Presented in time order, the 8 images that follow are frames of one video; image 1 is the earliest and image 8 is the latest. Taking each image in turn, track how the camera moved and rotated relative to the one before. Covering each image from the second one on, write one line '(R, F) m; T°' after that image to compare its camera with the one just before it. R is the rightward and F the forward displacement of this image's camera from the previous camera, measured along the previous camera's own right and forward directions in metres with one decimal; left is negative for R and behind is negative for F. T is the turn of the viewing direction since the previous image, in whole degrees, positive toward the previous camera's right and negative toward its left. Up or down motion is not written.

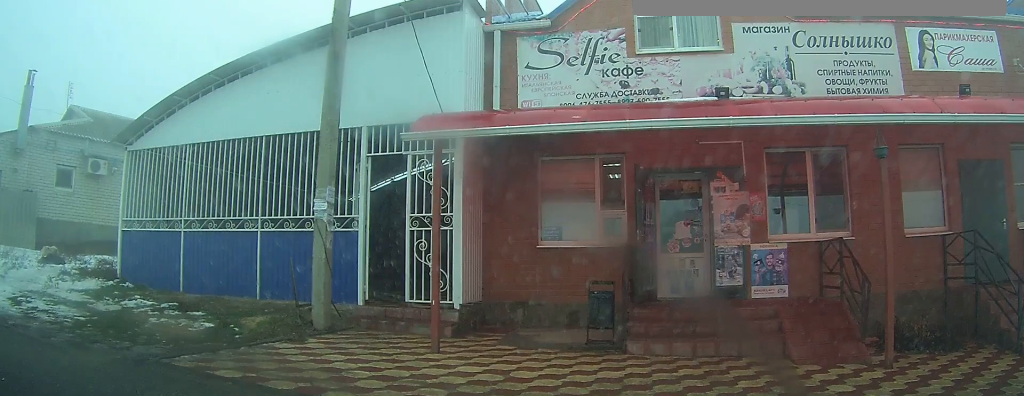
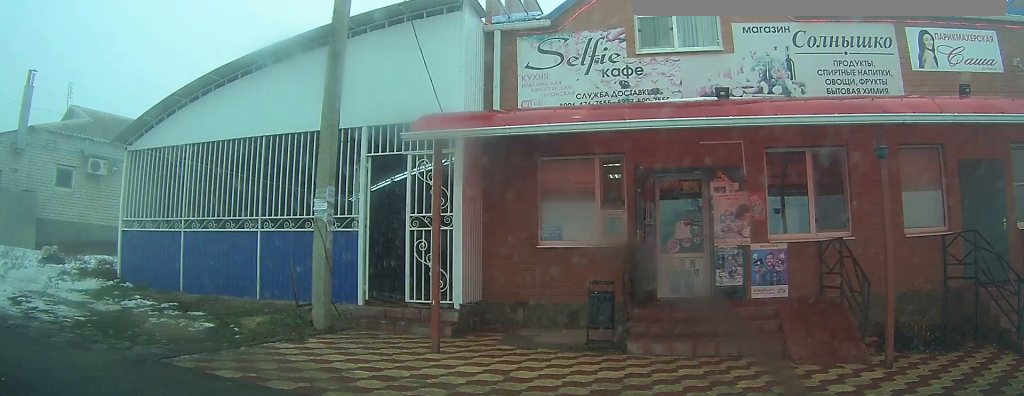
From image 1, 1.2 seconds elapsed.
(-0.1, 0.0) m; 0°
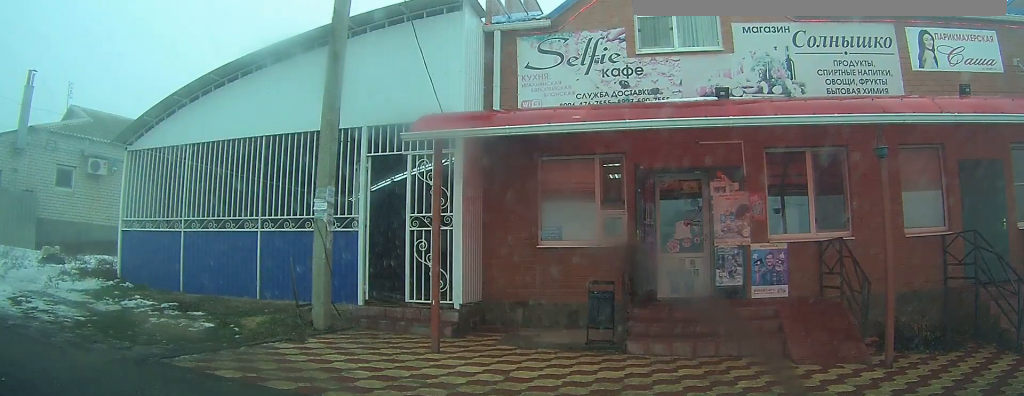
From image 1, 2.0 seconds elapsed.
(0.0, 0.0) m; 0°
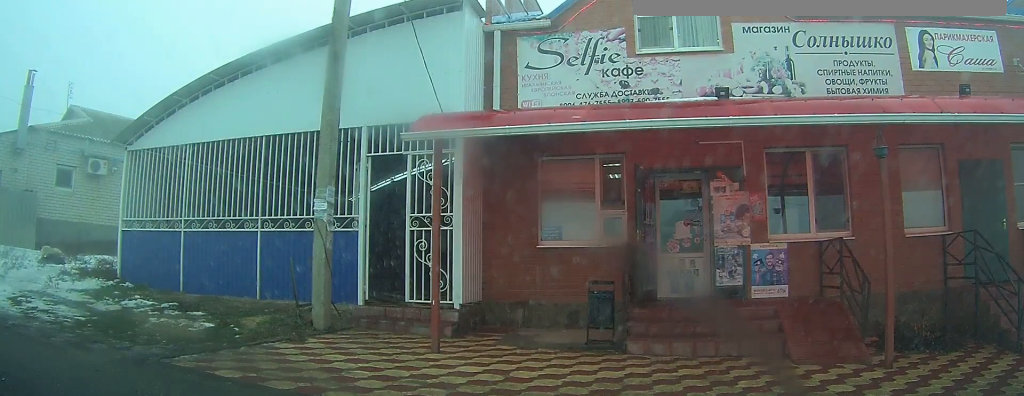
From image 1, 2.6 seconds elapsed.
(0.0, 0.0) m; 0°
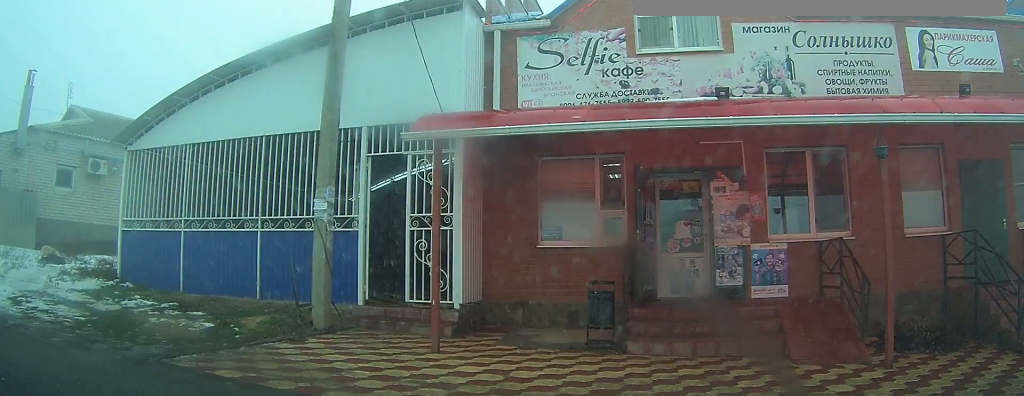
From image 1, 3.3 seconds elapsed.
(0.0, 0.0) m; 0°
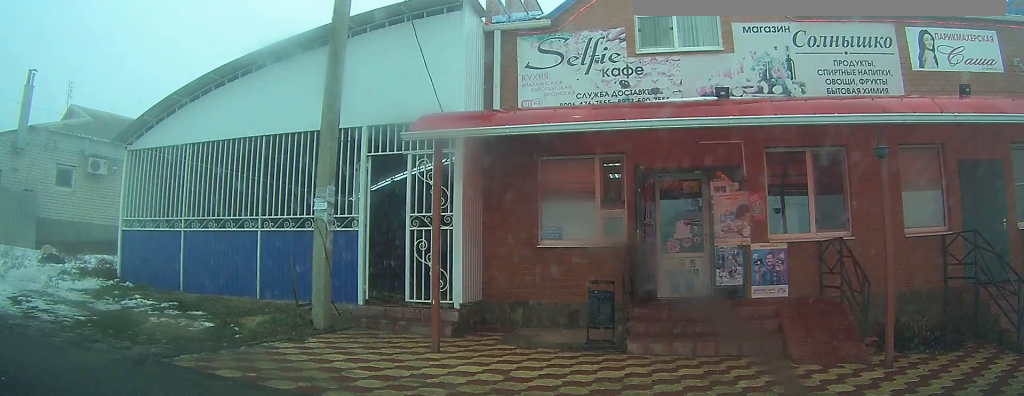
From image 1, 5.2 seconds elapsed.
(0.0, 0.0) m; 0°
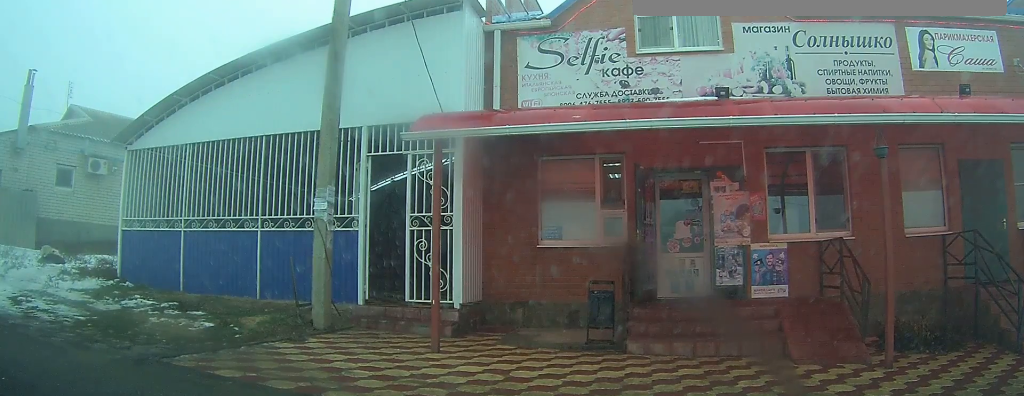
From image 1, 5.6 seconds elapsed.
(0.0, 0.0) m; 0°
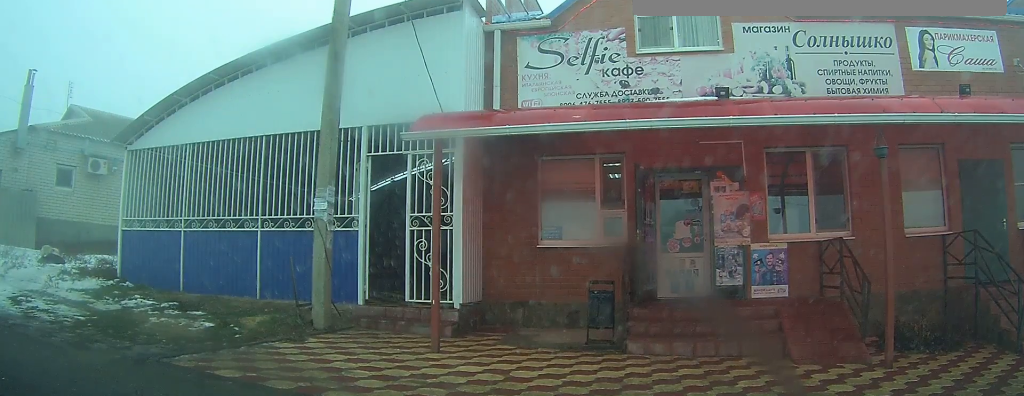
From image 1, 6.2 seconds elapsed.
(0.0, 0.0) m; 0°
